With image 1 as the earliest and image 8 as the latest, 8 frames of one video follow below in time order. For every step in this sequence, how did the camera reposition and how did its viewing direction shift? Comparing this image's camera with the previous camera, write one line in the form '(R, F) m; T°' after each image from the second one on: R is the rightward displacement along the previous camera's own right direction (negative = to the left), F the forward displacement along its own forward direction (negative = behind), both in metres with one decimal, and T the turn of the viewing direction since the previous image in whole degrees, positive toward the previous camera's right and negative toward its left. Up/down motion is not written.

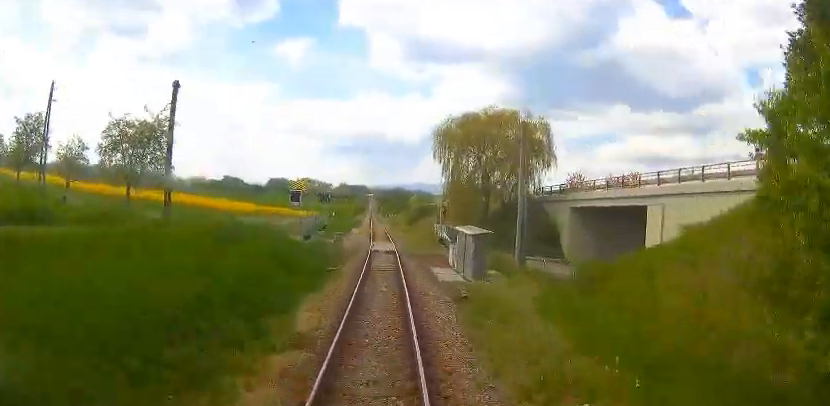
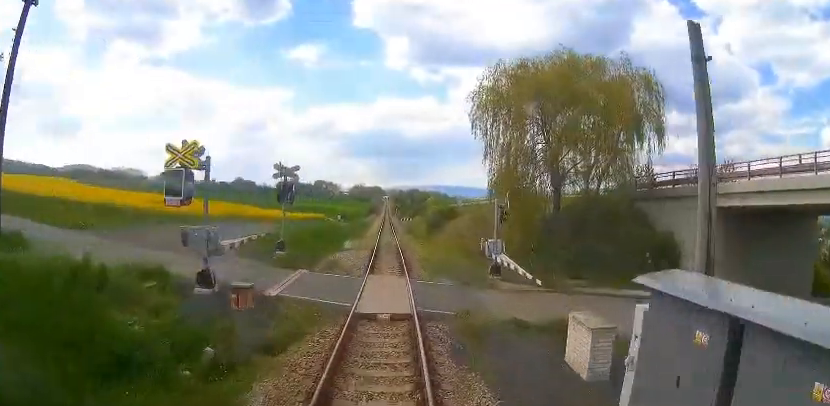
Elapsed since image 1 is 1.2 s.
(-0.1, +15.4) m; -2°
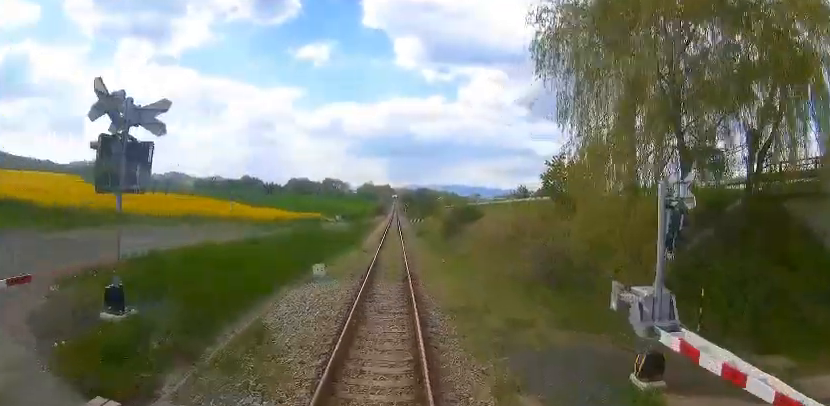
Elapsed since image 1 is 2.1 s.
(-0.4, +11.9) m; -2°
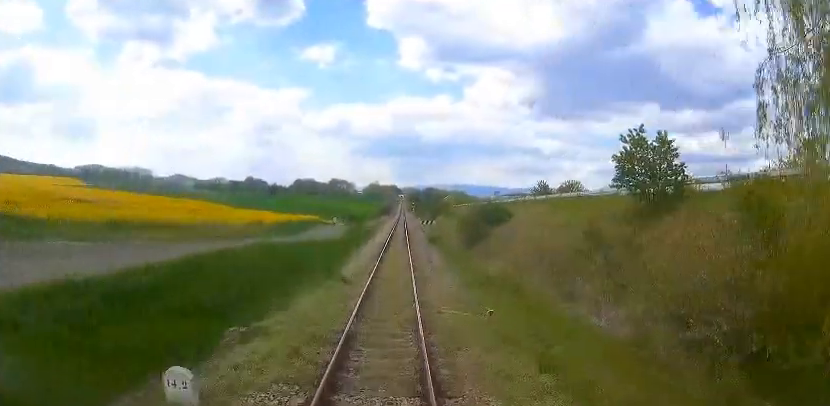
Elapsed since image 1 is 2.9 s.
(0.0, +10.6) m; 0°
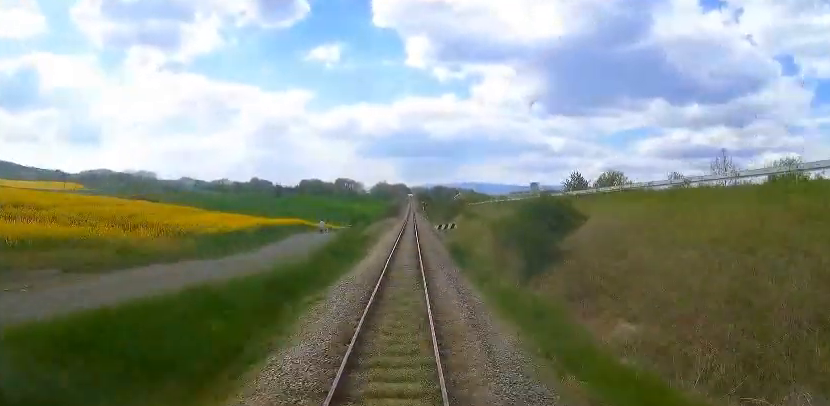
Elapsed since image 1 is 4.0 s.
(0.0, +14.6) m; 0°
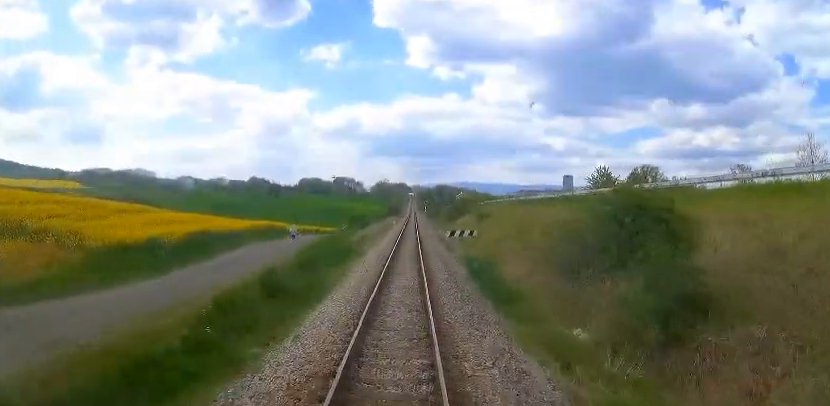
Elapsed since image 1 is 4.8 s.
(0.0, +11.1) m; 0°
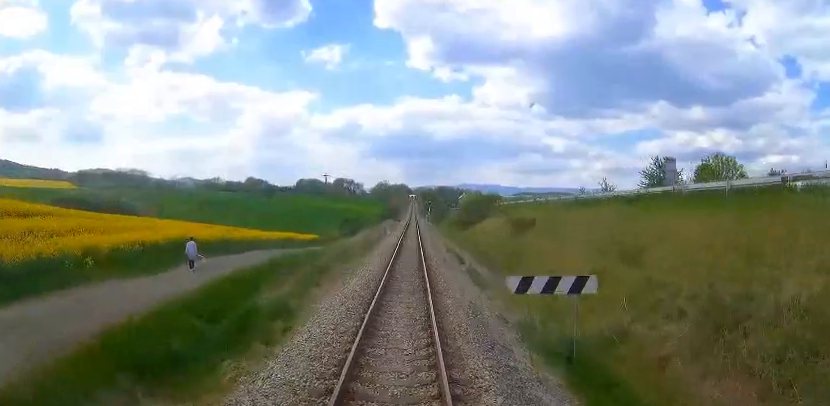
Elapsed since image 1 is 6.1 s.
(+0.1, +16.9) m; -2°
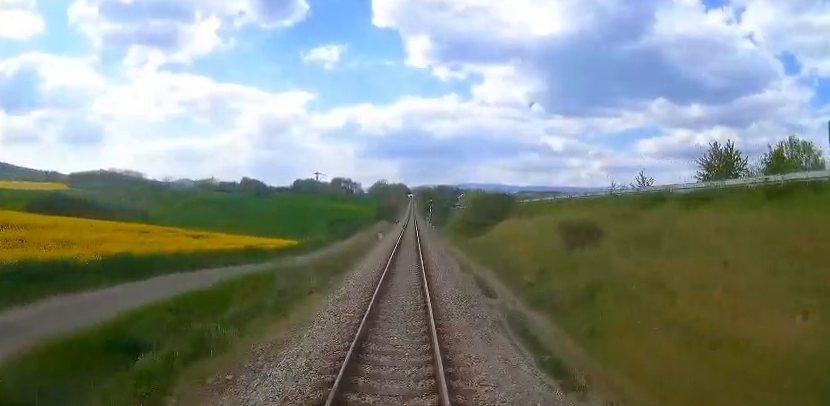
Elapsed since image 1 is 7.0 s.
(-0.4, +12.0) m; 0°
